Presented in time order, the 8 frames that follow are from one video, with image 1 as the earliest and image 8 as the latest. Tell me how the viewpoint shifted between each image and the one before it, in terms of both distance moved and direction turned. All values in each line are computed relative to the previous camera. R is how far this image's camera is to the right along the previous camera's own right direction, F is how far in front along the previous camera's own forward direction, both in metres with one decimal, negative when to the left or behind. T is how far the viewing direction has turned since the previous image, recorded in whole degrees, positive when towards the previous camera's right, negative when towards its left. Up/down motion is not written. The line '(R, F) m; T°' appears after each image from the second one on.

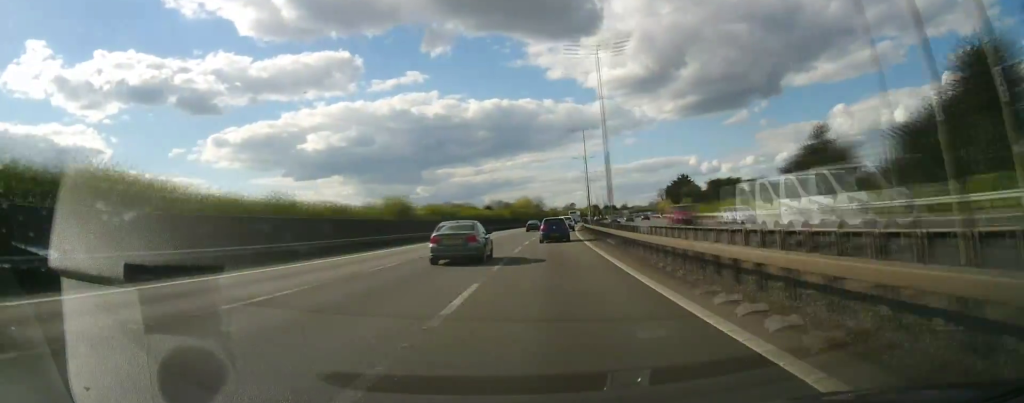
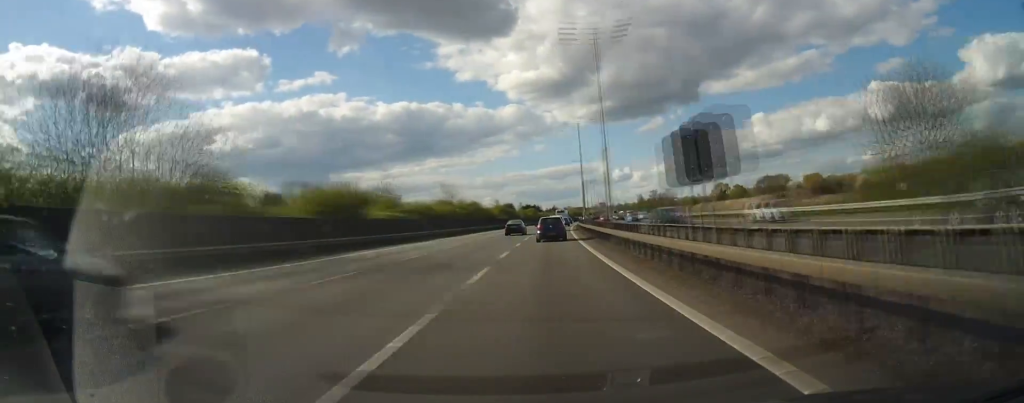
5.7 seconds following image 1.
(+13.6, +180.3) m; +7°
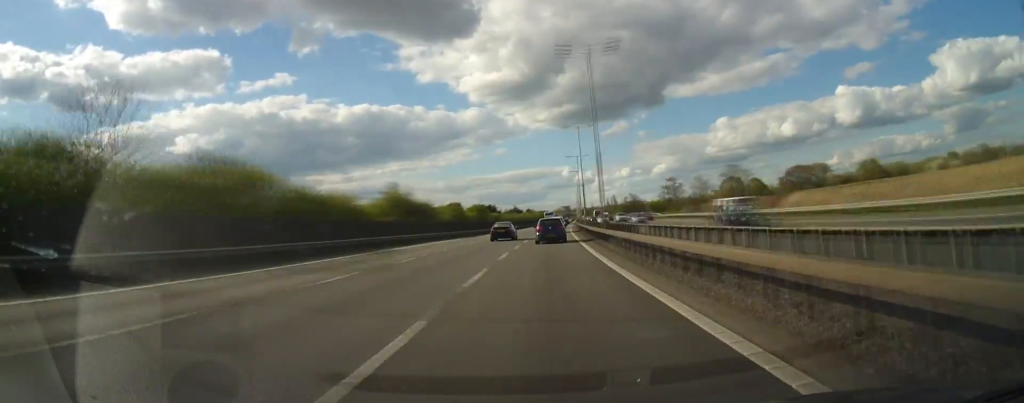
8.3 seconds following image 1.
(+1.3, +79.5) m; +3°
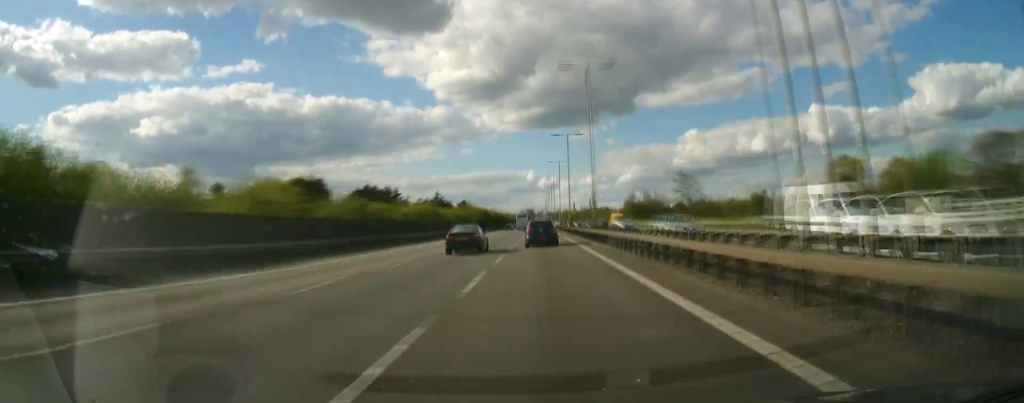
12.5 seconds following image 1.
(+4.7, +131.2) m; +3°
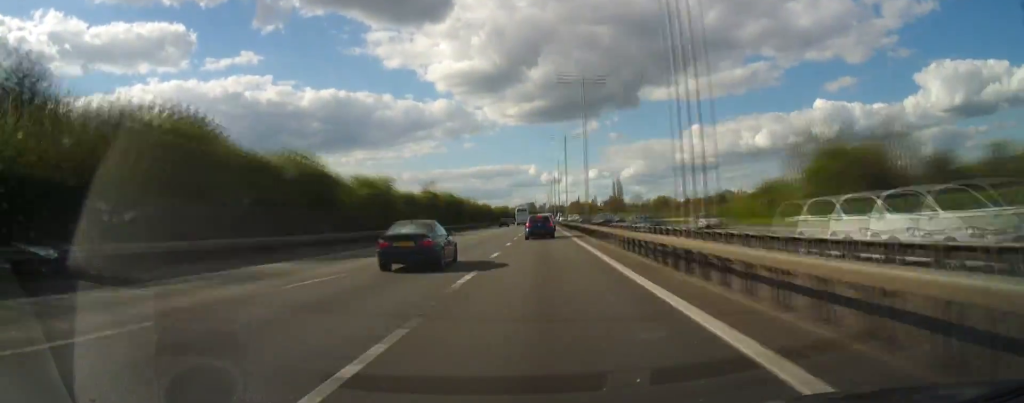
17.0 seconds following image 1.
(+1.4, +131.5) m; +1°
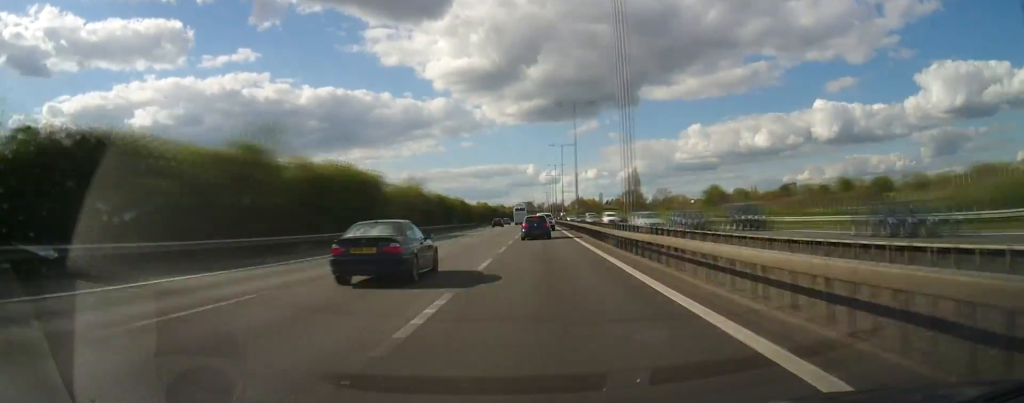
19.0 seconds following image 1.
(+0.1, +58.0) m; 0°
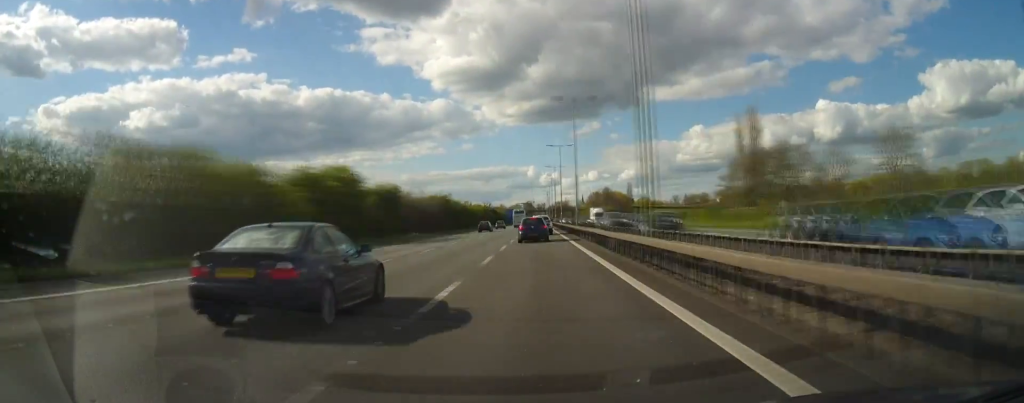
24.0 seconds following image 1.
(-0.5, +142.7) m; 0°
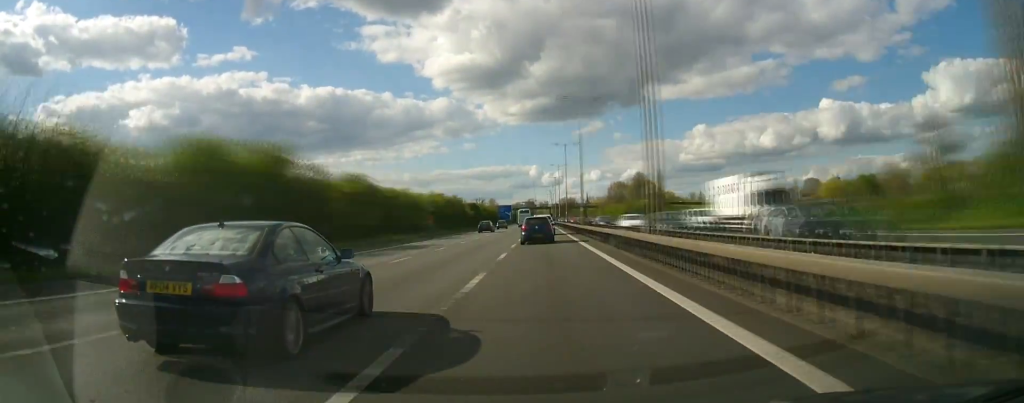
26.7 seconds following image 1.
(+0.2, +76.3) m; 0°
